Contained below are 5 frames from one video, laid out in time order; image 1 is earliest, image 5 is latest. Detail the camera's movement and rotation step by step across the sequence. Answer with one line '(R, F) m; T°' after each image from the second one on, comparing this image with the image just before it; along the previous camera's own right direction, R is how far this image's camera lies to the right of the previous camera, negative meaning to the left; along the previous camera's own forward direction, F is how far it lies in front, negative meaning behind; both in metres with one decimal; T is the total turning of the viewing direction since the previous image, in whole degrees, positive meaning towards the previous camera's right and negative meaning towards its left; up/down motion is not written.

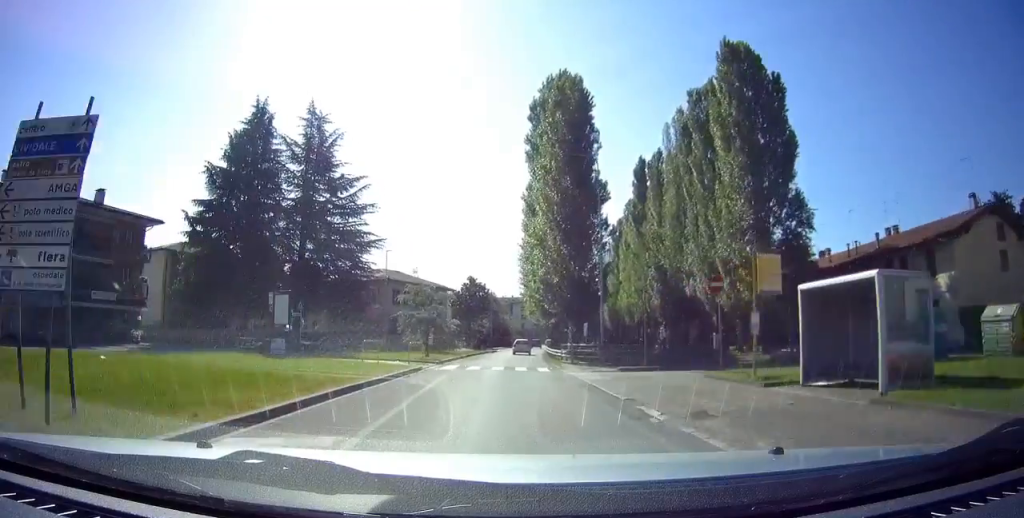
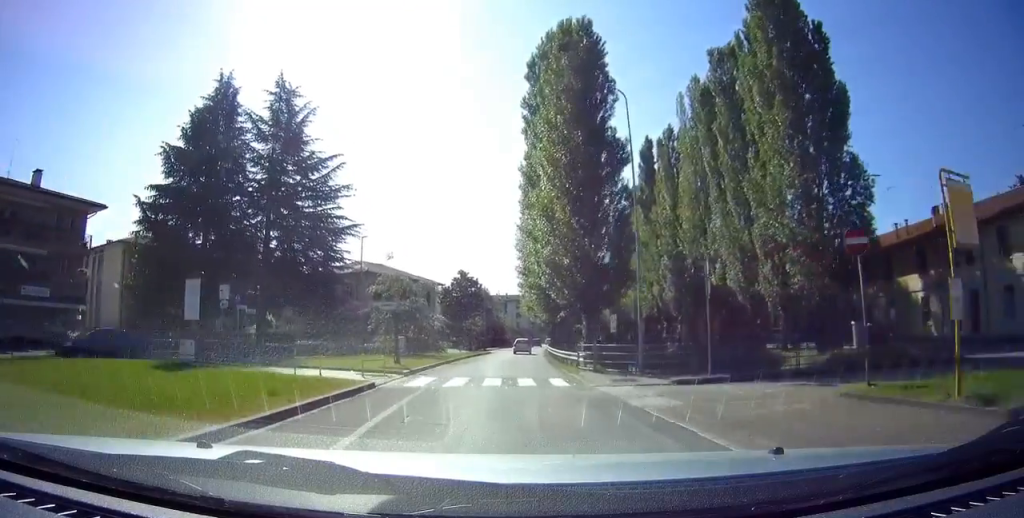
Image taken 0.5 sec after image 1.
(0.0, +7.7) m; 0°
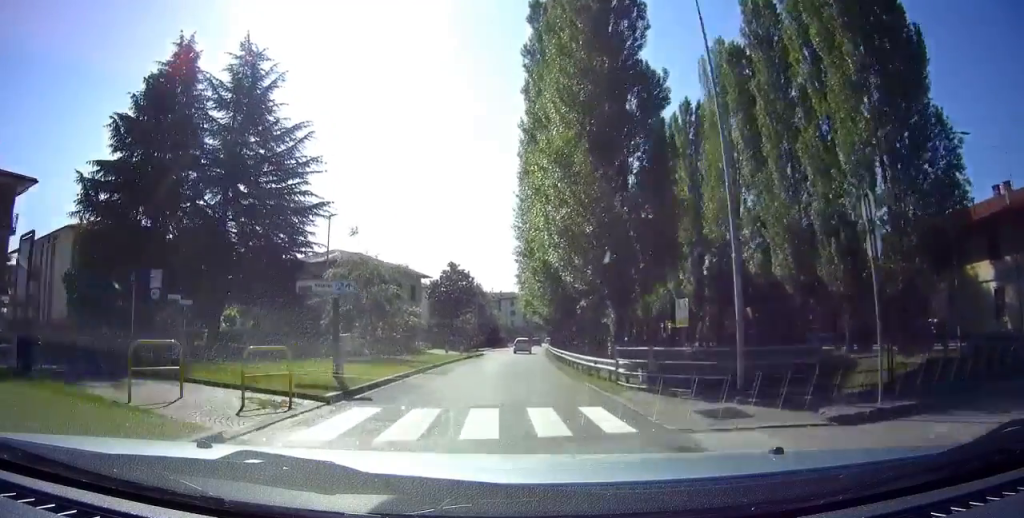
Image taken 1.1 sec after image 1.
(0.0, +7.7) m; 0°
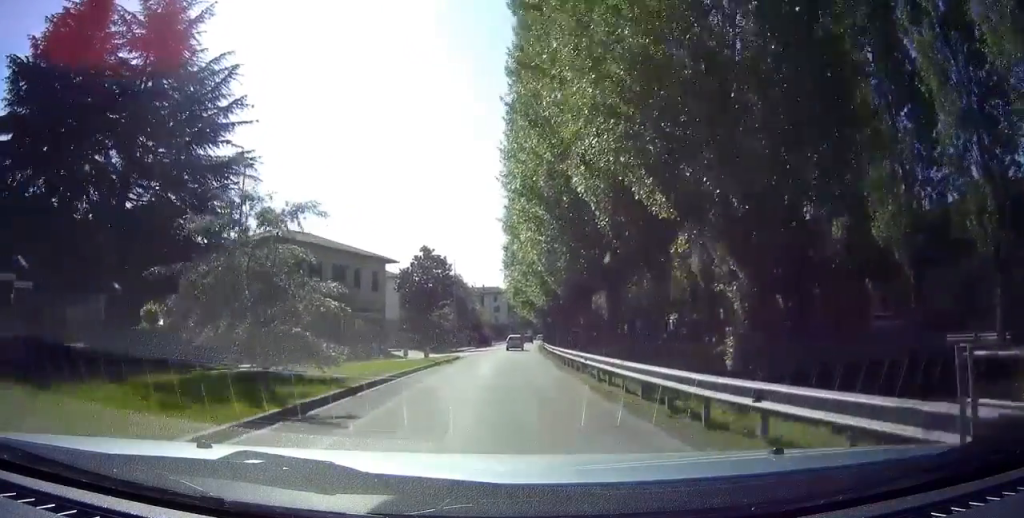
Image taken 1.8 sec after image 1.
(0.0, +11.3) m; 0°
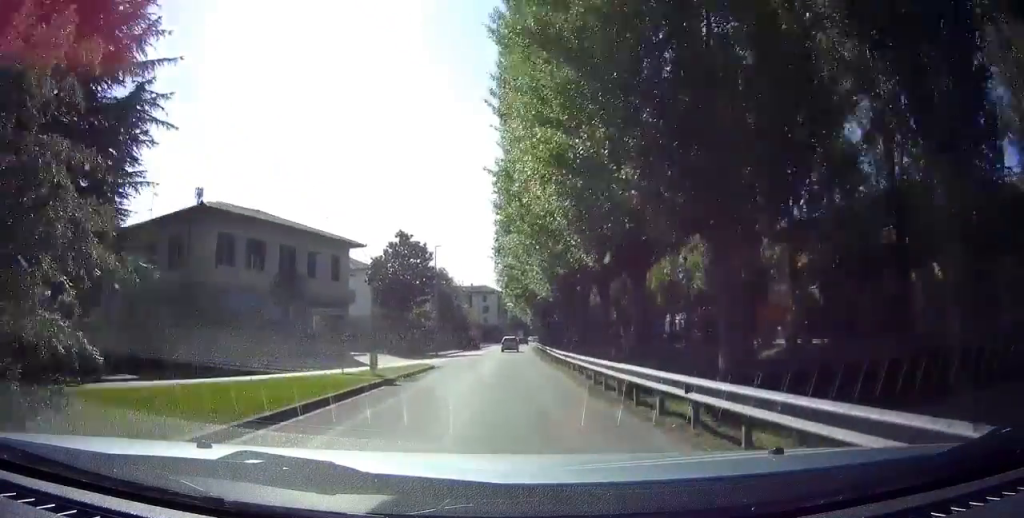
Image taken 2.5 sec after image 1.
(0.0, +9.5) m; 0°
